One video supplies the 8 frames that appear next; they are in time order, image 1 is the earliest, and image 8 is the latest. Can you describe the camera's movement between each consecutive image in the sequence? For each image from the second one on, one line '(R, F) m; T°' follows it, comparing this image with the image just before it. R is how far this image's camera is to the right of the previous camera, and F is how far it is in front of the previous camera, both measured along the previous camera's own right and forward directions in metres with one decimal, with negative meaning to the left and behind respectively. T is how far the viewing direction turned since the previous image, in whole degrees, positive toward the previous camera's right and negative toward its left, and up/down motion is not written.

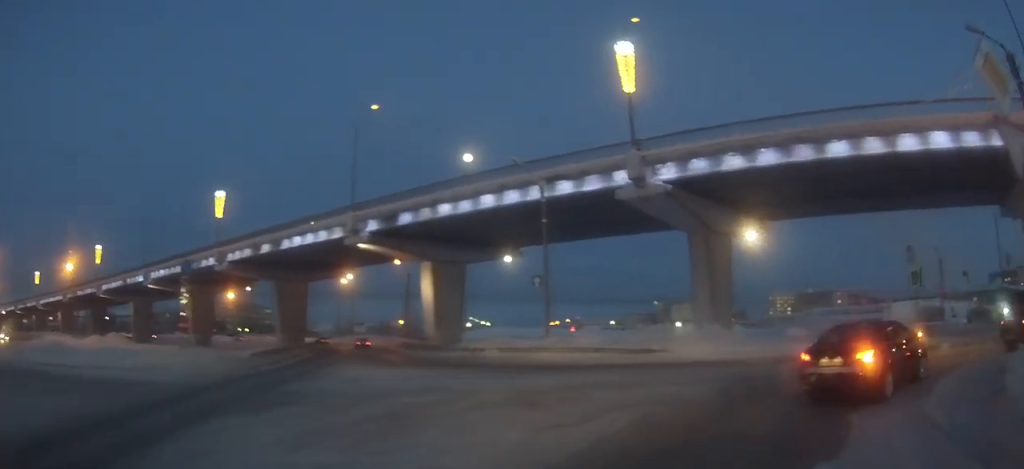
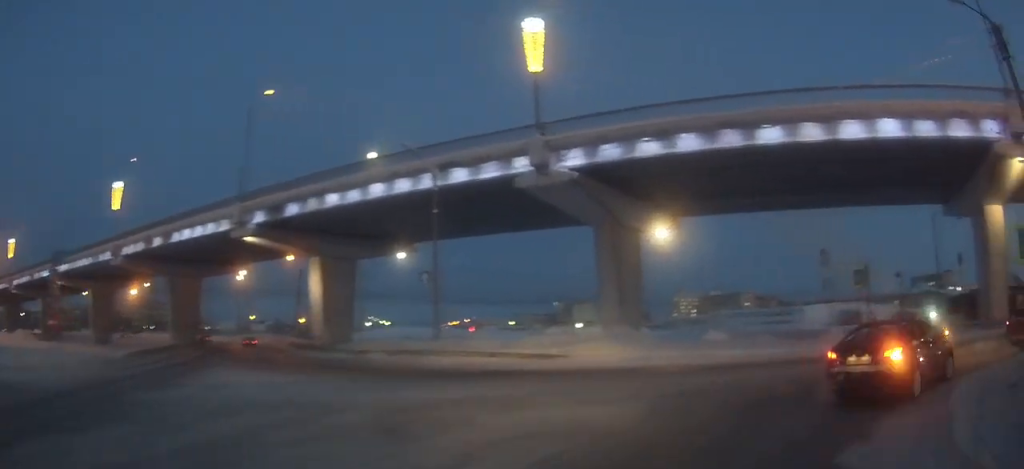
(+0.1, +3.2) m; +11°
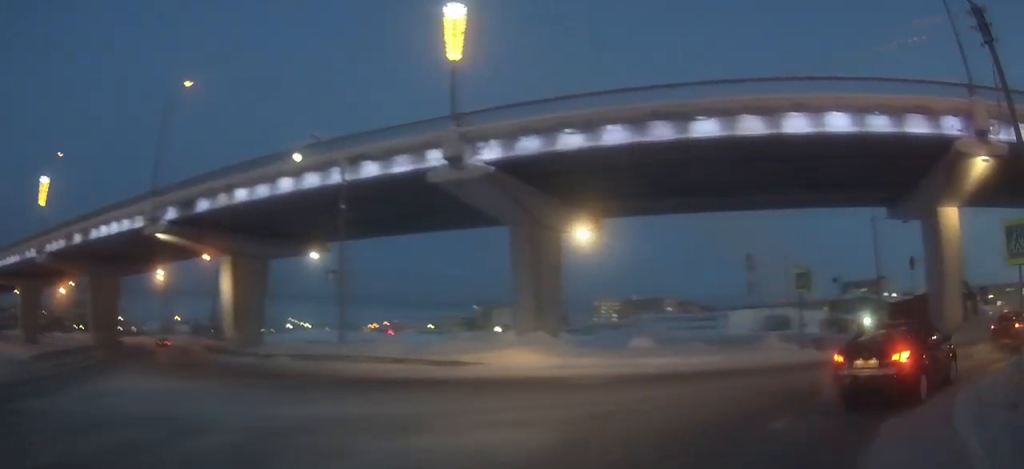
(+0.3, +2.0) m; +8°
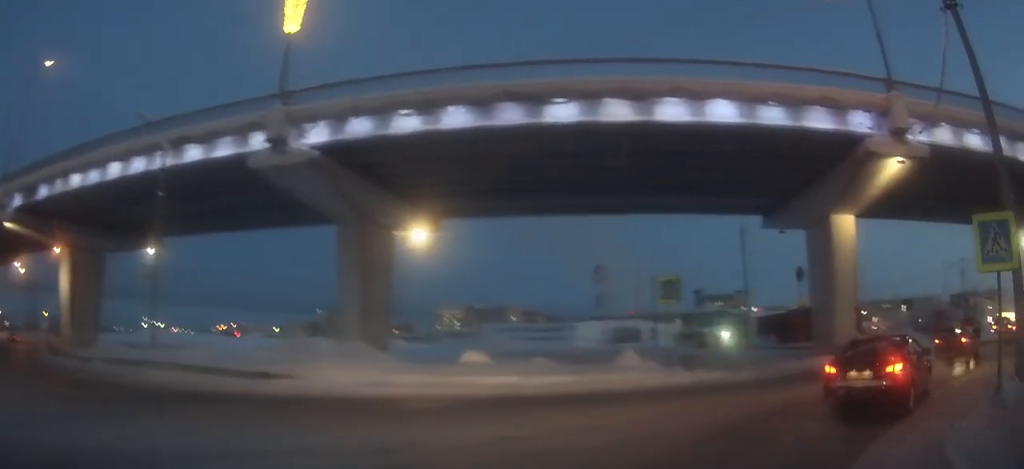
(+0.5, +3.5) m; +14°
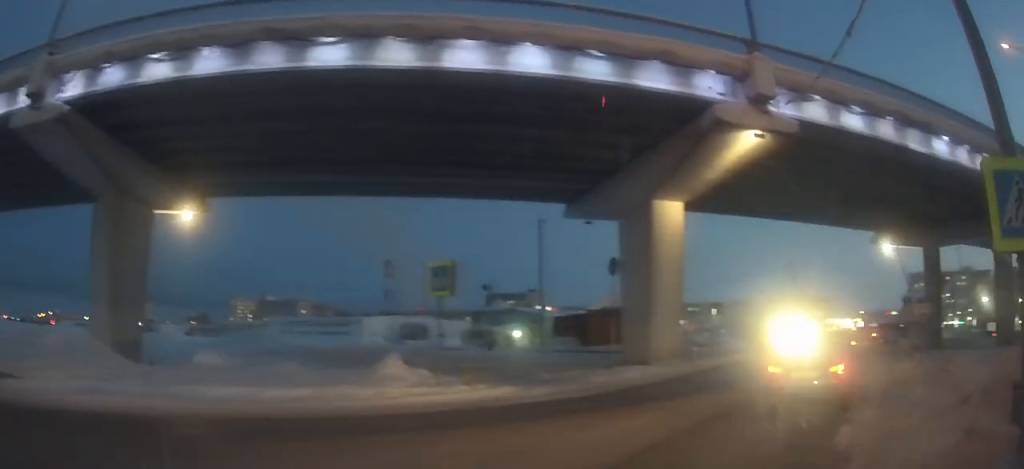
(+0.8, +4.6) m; +18°
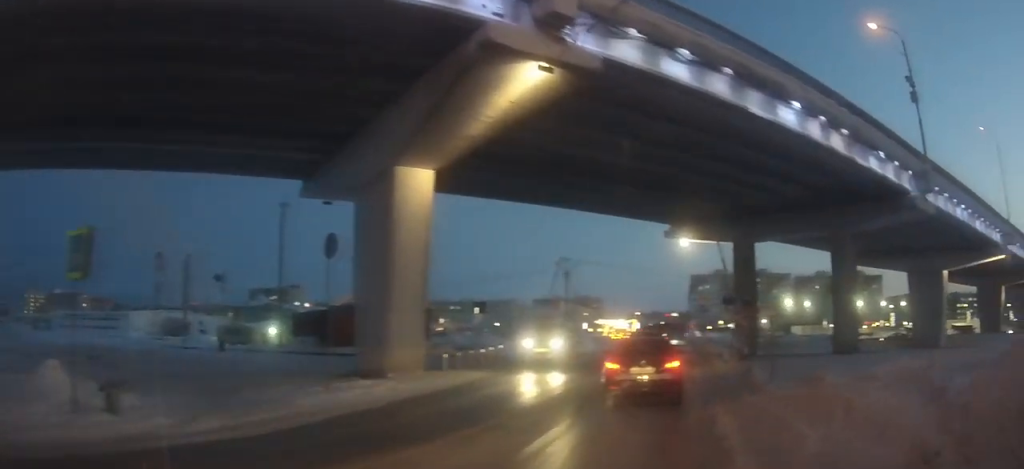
(+1.3, +6.0) m; +19°
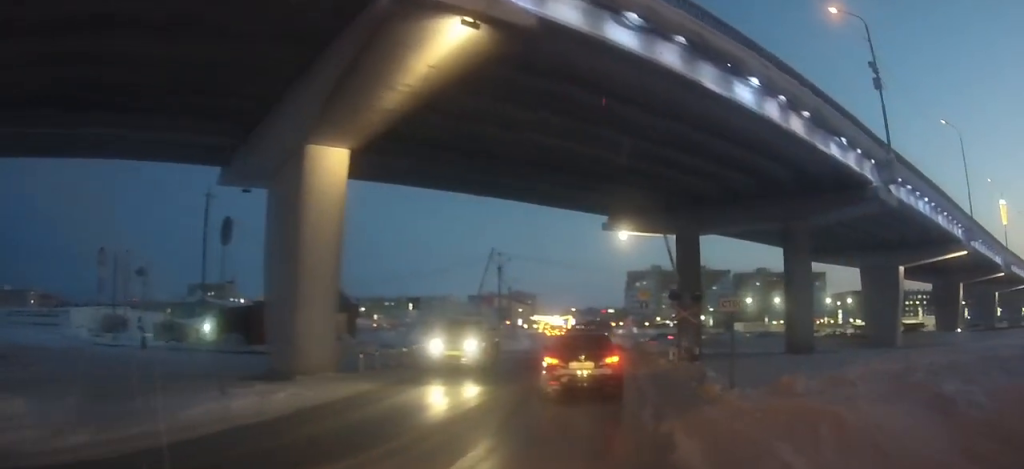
(0.0, +2.1) m; +1°
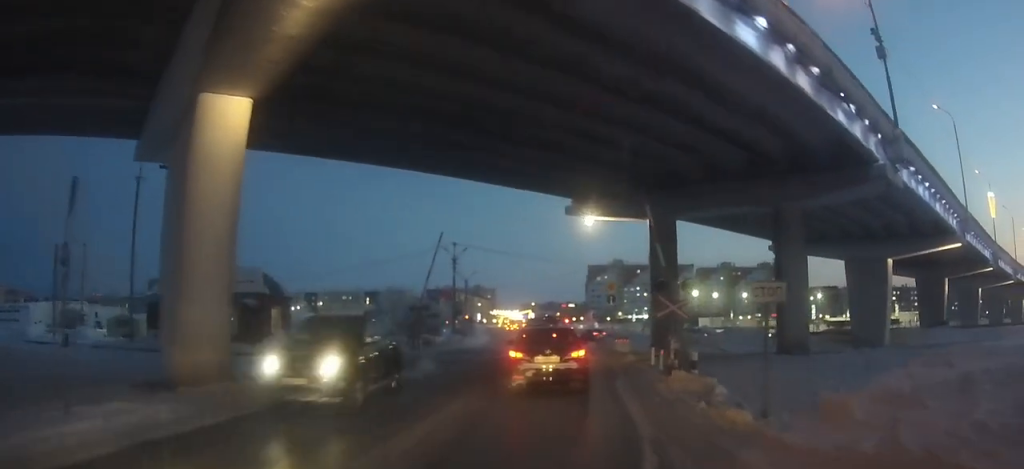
(+0.1, +3.9) m; +2°
